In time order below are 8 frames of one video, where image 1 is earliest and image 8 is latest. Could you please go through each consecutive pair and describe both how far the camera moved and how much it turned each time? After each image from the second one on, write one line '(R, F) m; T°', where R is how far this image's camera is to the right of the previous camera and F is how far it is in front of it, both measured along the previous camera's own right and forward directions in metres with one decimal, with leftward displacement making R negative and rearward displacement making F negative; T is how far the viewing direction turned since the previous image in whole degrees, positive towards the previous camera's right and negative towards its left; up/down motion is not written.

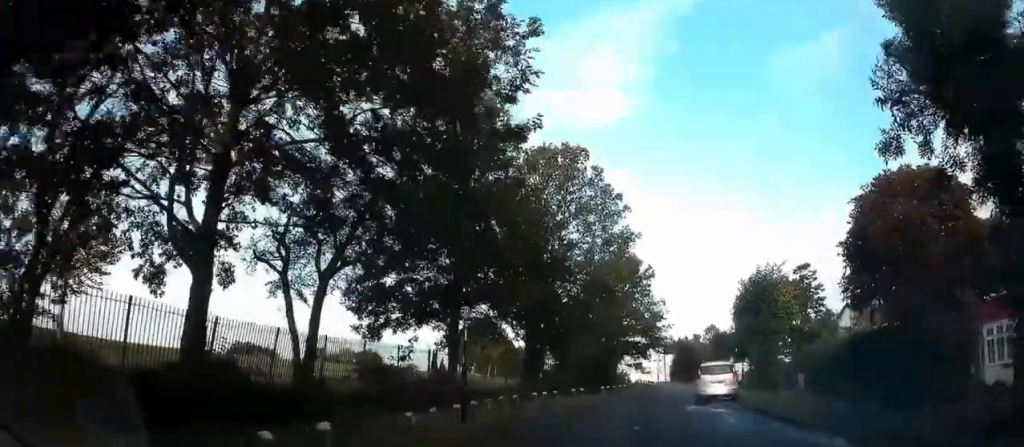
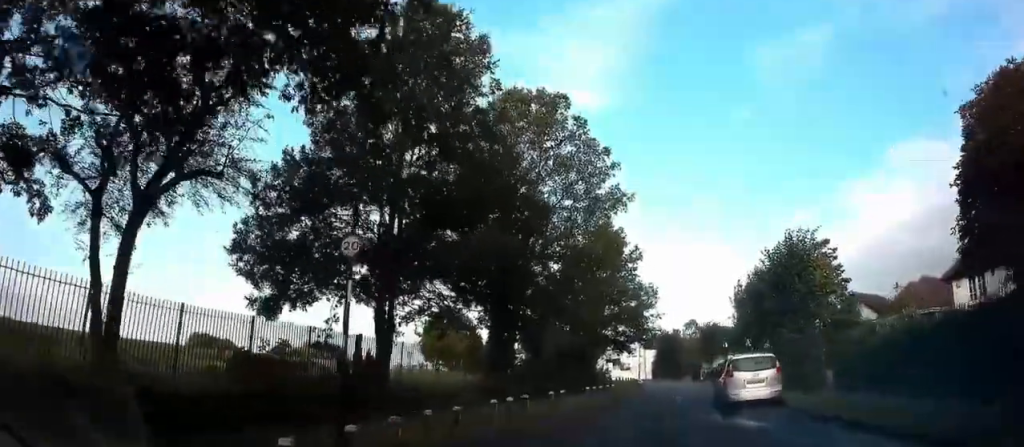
(+0.1, +6.6) m; 0°
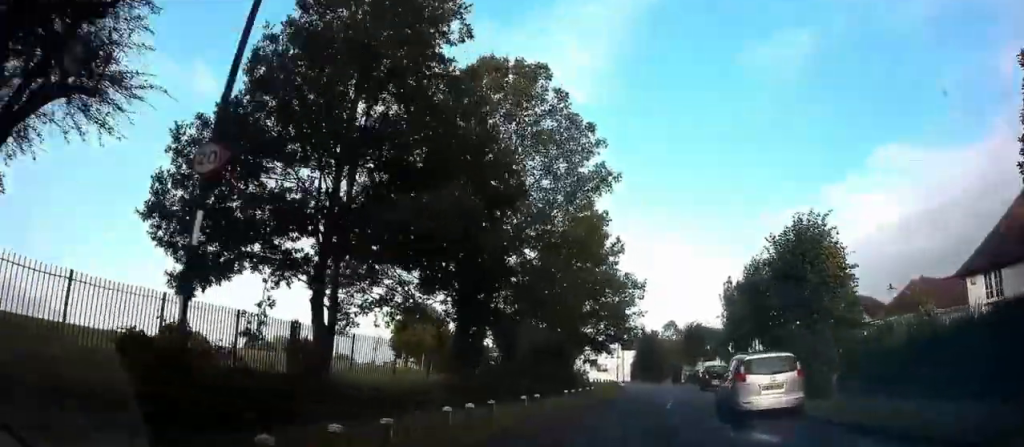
(0.0, +2.8) m; +1°
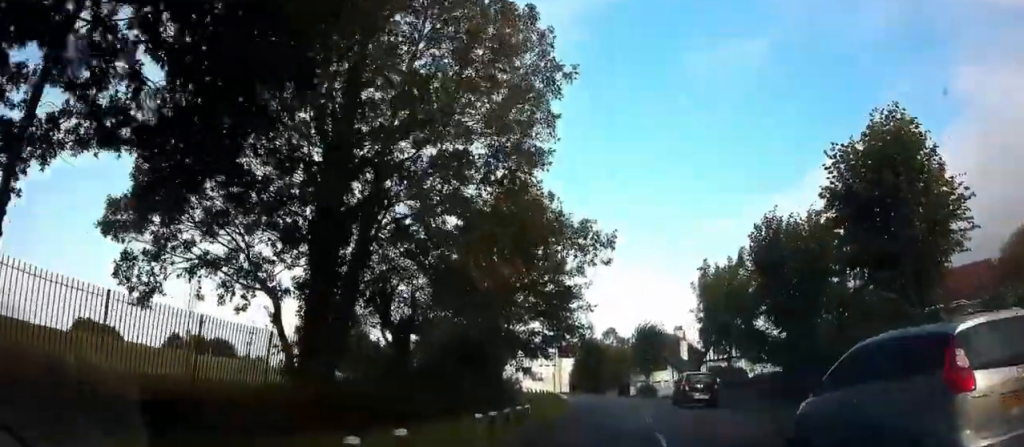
(+0.5, +8.9) m; +7°
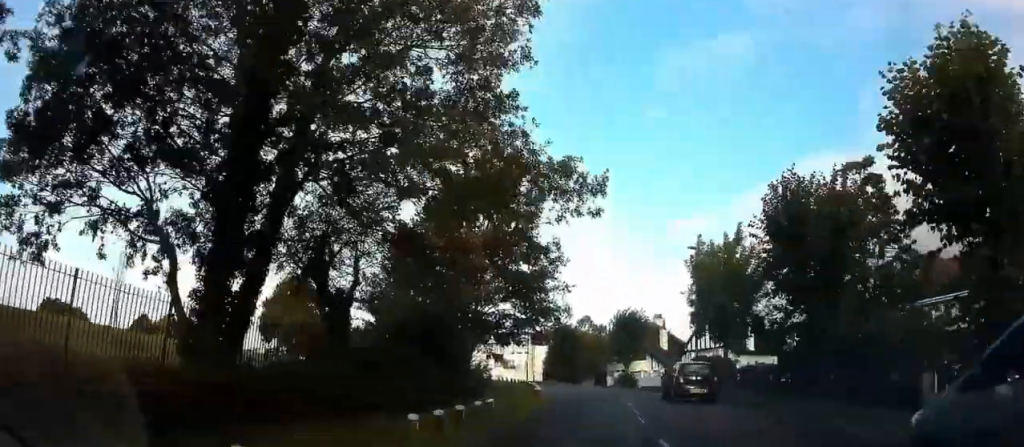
(+0.1, +3.4) m; +3°
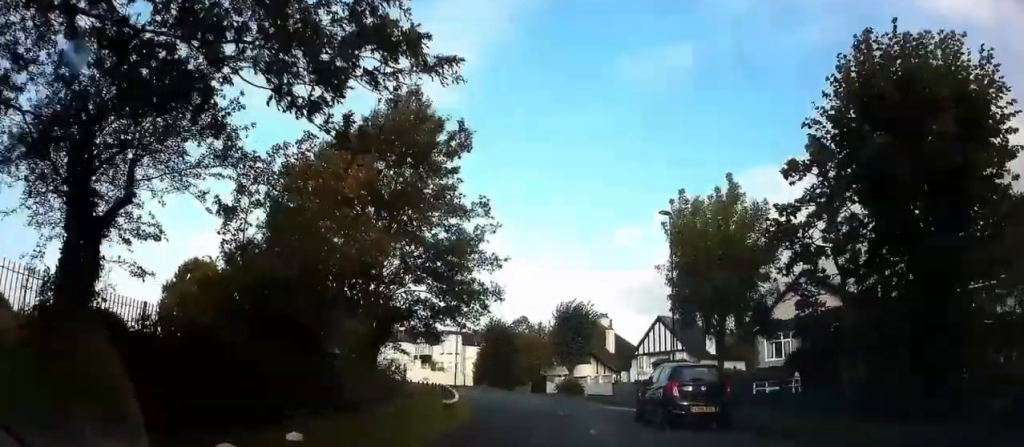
(+0.5, +7.6) m; +7°
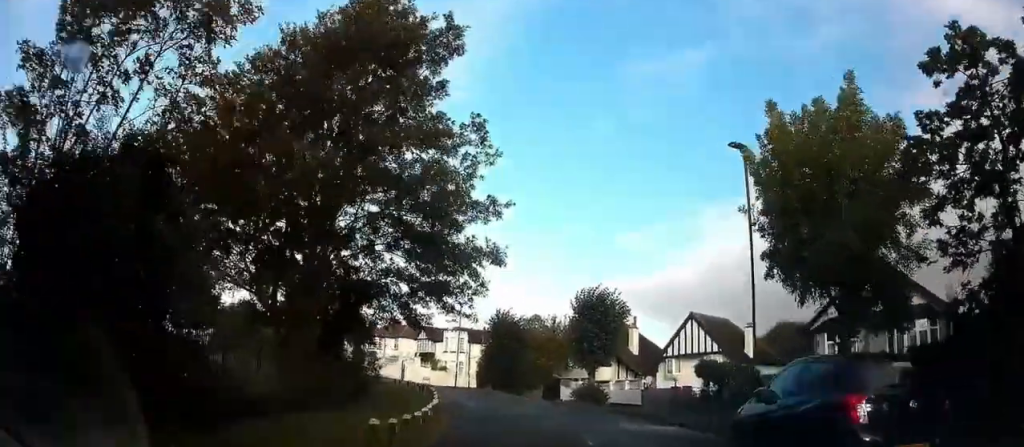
(+0.2, +7.3) m; +1°
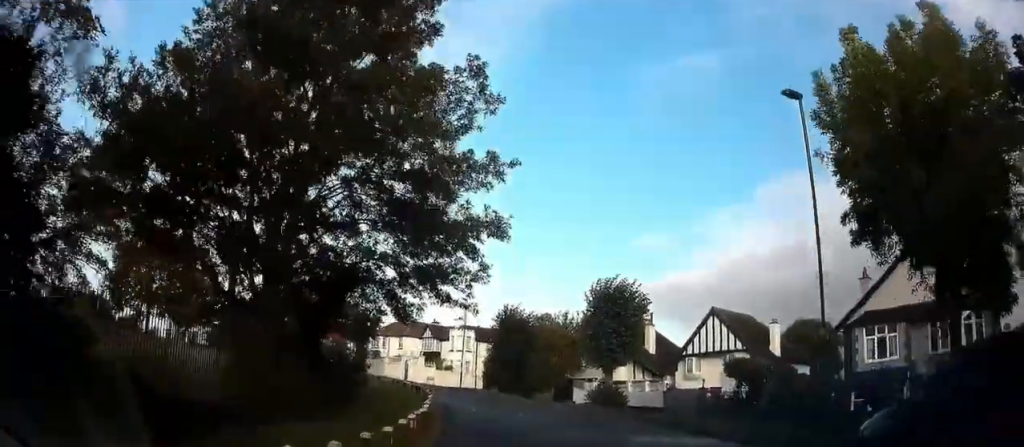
(0.0, +3.3) m; -2°
